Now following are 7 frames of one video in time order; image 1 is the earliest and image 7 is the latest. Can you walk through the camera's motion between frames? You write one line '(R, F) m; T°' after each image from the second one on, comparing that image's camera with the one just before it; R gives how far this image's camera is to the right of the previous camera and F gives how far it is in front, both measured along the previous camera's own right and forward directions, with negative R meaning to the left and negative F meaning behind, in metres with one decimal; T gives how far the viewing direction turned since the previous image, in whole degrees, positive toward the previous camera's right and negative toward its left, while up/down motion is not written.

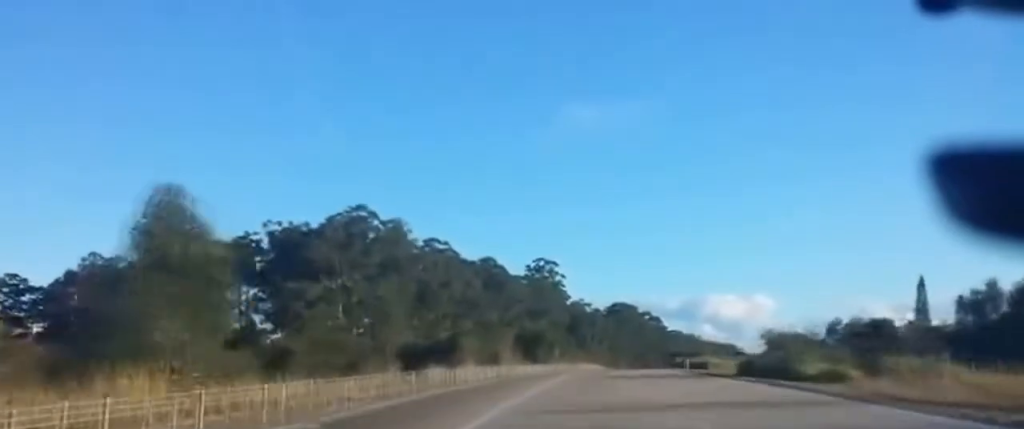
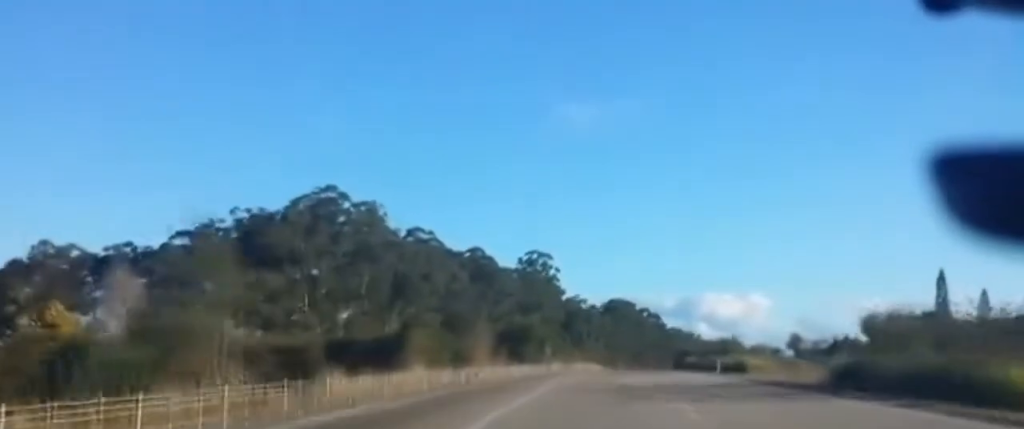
(+0.1, +20.3) m; 0°
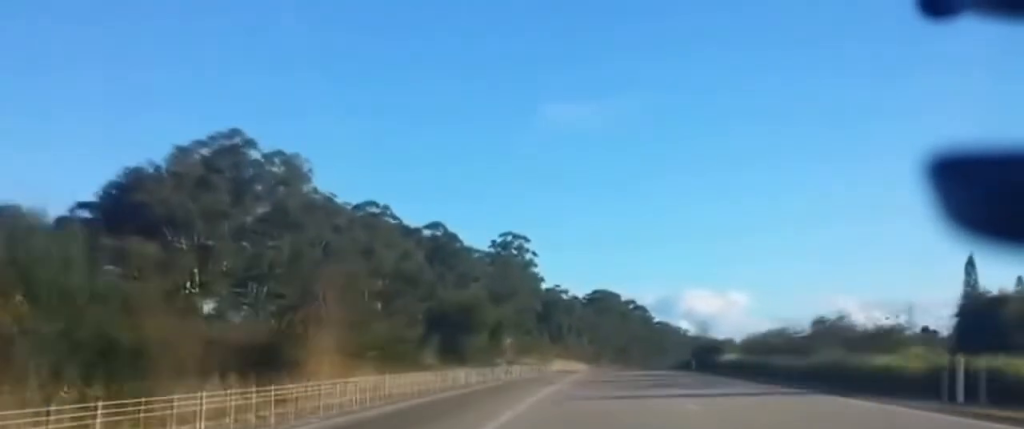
(+0.3, +40.7) m; +1°
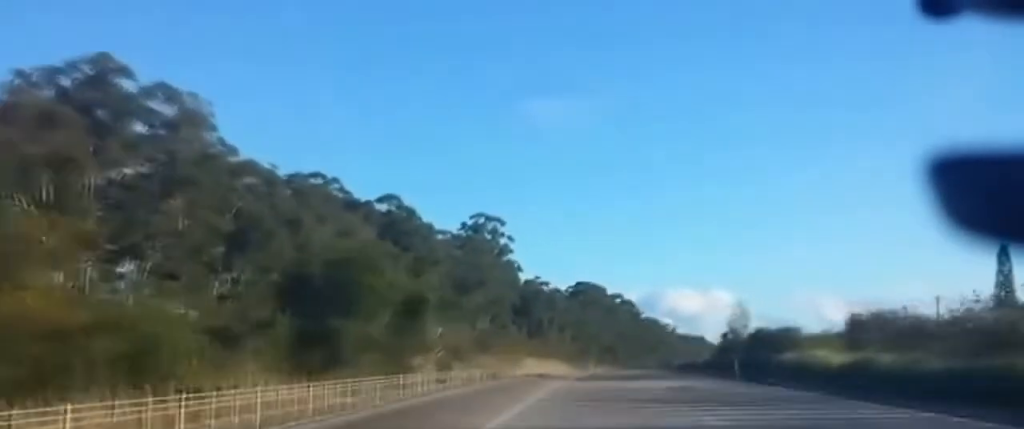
(+0.2, +30.7) m; +1°
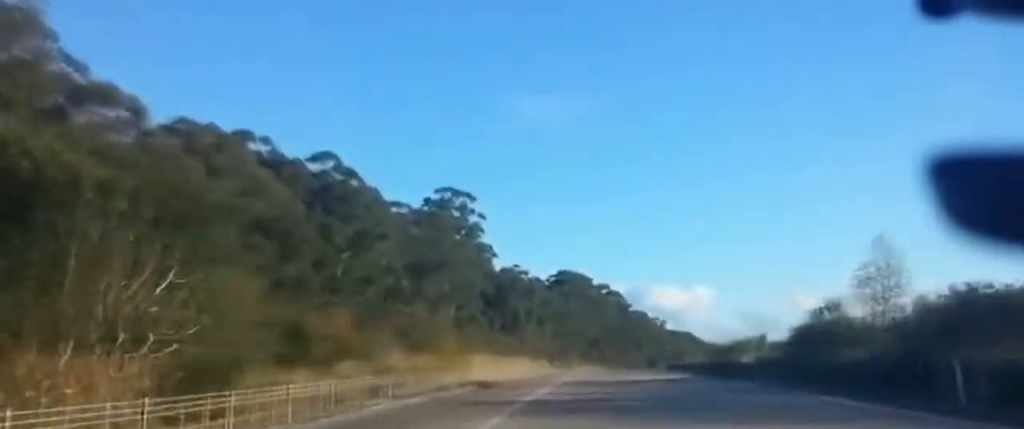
(+0.4, +30.9) m; +1°
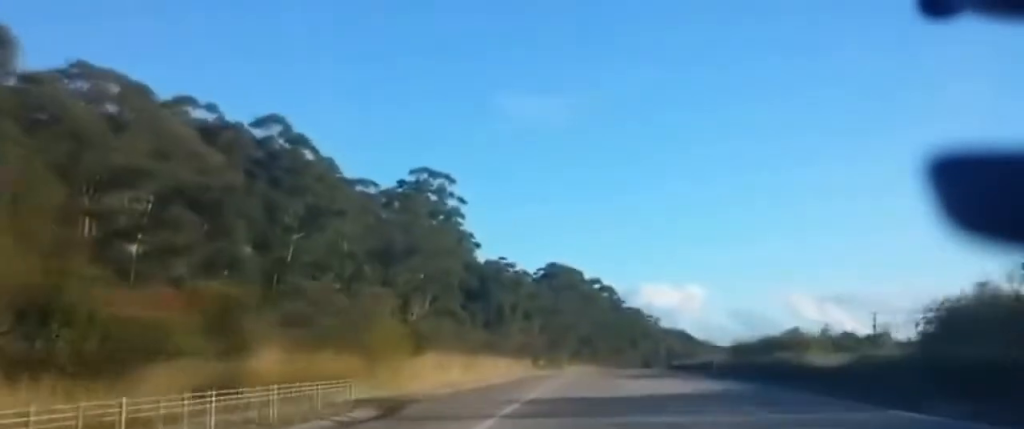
(+0.2, +18.6) m; 0°
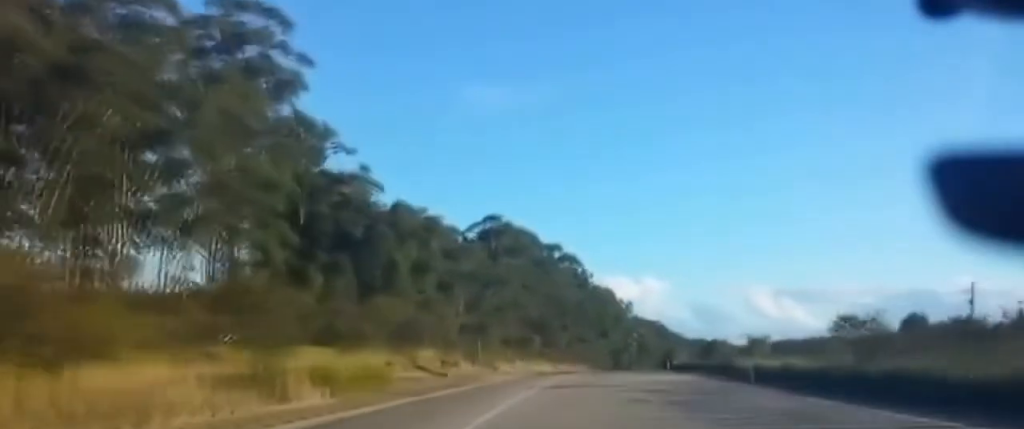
(+0.6, +80.7) m; +1°
